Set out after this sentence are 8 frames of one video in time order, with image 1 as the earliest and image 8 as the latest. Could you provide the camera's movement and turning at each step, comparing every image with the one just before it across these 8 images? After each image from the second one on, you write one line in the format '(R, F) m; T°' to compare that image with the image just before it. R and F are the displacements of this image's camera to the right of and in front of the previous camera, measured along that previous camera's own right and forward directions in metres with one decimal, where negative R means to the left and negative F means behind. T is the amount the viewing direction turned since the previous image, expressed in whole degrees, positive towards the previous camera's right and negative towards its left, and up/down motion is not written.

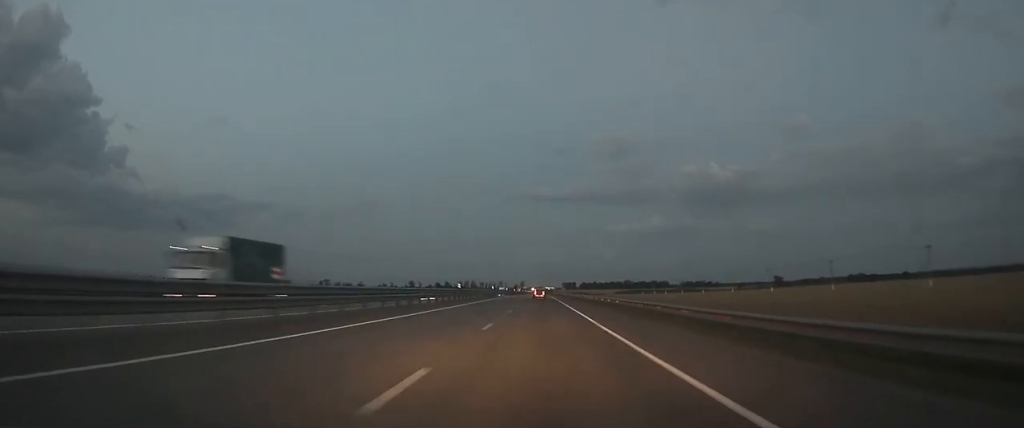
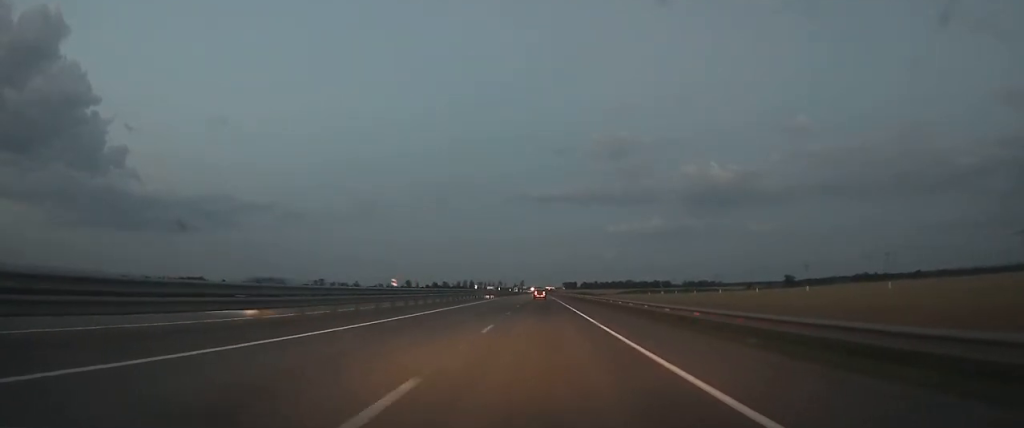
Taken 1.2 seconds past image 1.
(0.0, +25.1) m; 0°
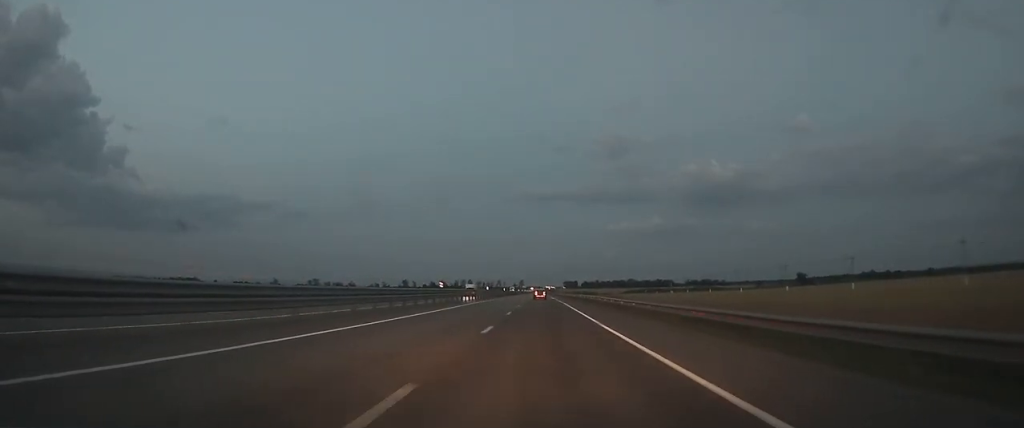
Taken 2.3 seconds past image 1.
(+0.1, +24.5) m; 0°
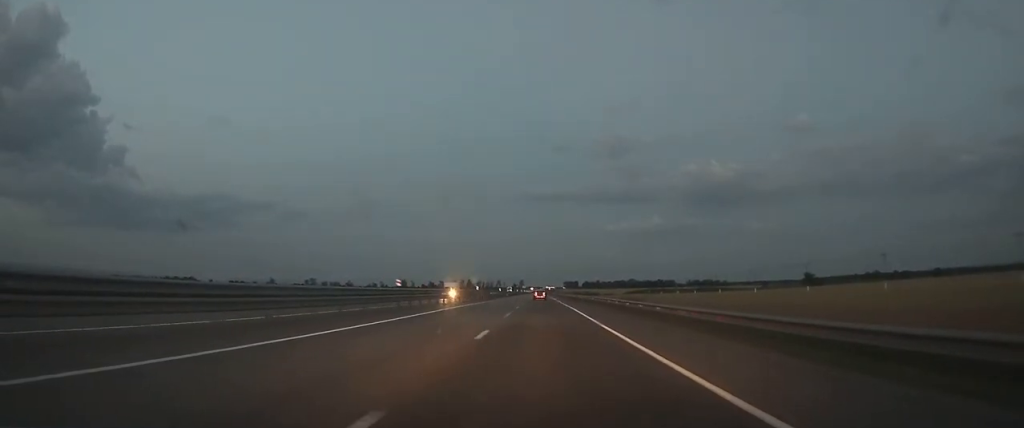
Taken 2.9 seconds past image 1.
(0.0, +13.8) m; 0°
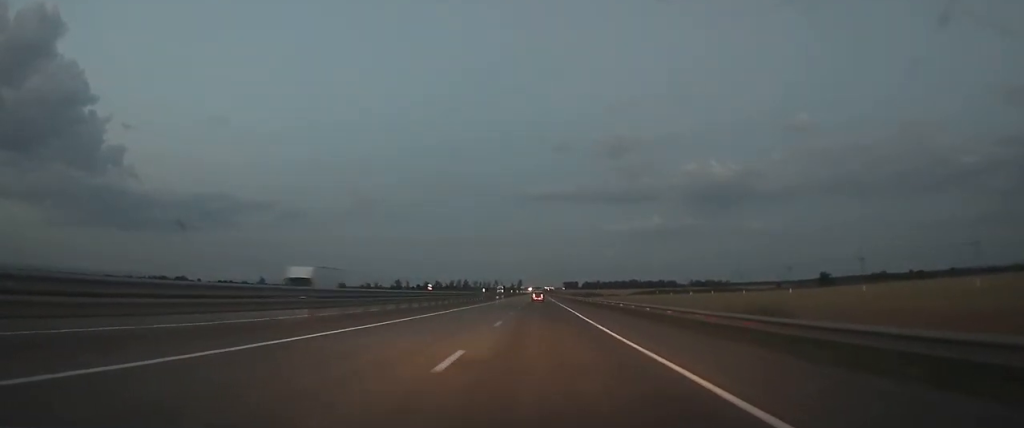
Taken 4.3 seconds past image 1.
(0.0, +29.7) m; 0°
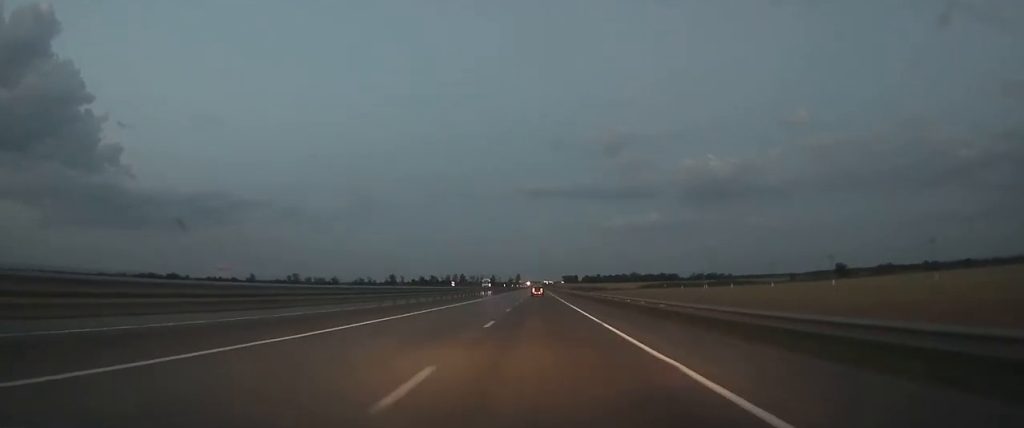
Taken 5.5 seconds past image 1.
(0.0, +26.9) m; 0°
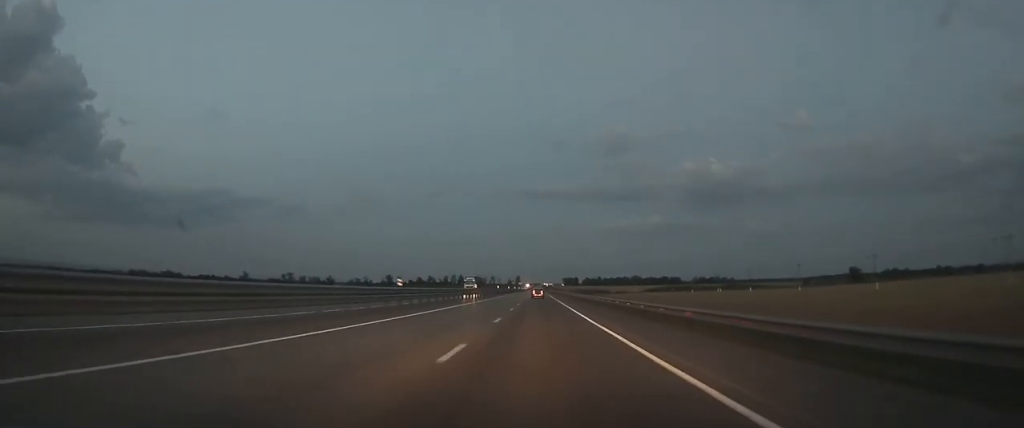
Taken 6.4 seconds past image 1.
(0.0, +19.7) m; 0°
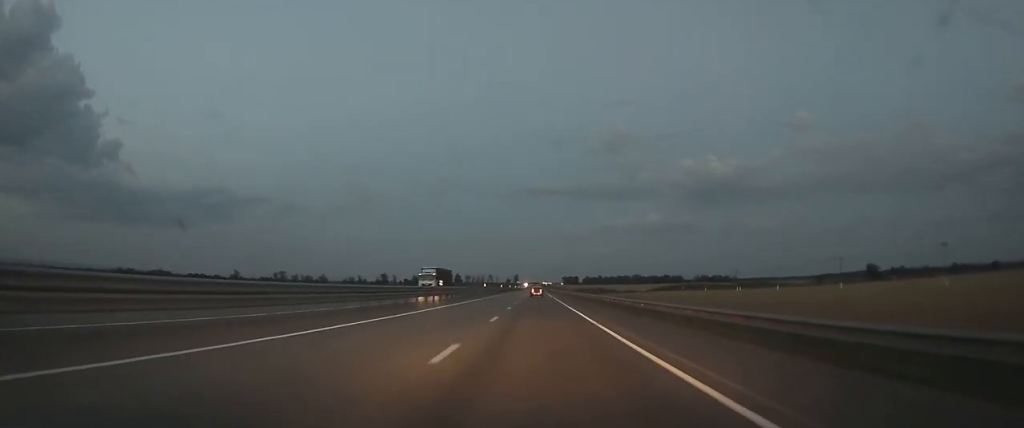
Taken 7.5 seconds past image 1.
(+0.1, +24.3) m; 0°
